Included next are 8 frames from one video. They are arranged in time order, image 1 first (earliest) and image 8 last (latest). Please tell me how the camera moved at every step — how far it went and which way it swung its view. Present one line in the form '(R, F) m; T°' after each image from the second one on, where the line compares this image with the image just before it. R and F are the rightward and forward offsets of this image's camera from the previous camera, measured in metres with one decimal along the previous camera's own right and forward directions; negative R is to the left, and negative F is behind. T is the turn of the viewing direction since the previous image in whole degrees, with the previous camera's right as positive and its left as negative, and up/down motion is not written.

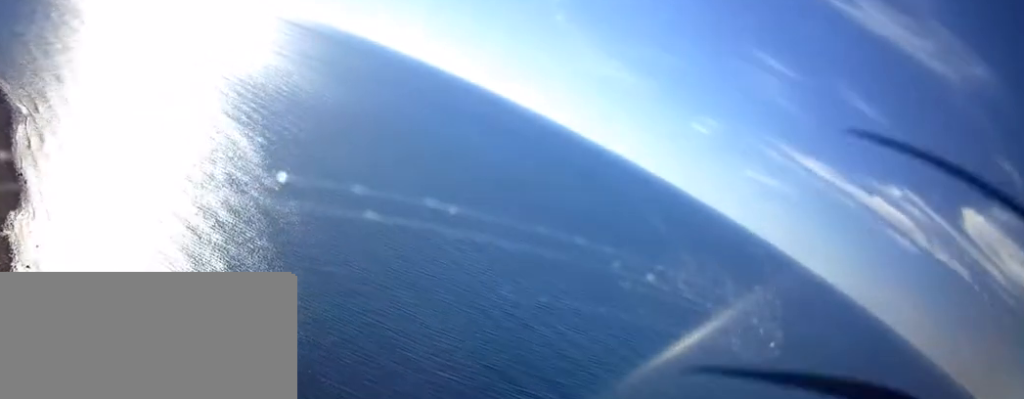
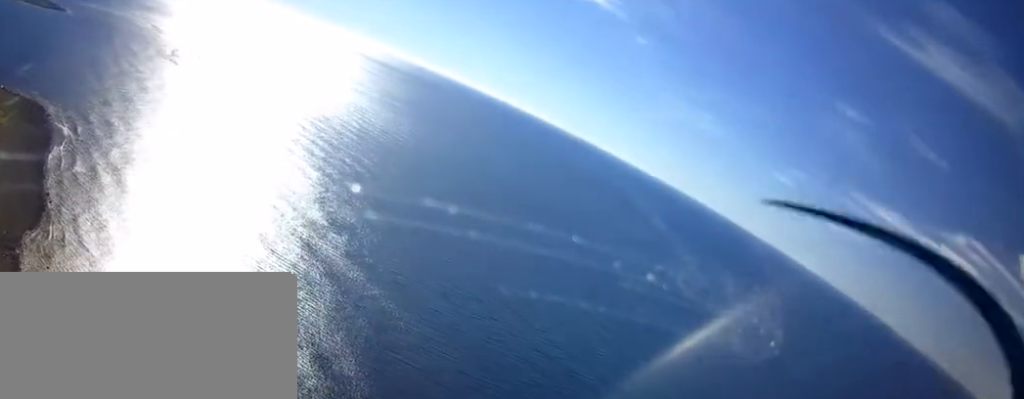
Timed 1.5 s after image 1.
(-4.4, +66.7) m; -8°
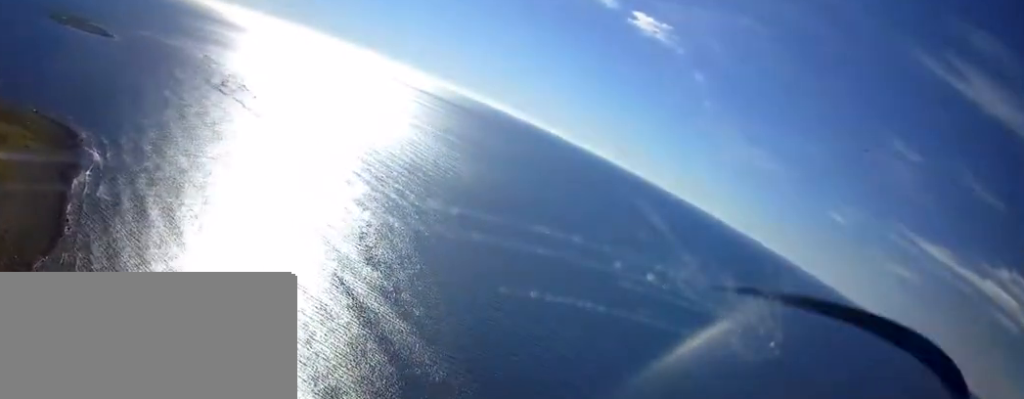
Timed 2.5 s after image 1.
(-2.3, +47.9) m; -6°
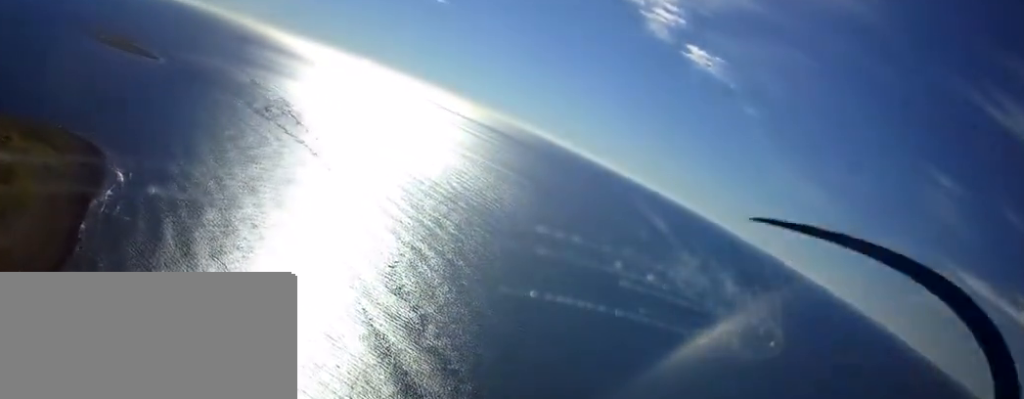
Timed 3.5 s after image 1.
(-1.9, +44.5) m; -5°
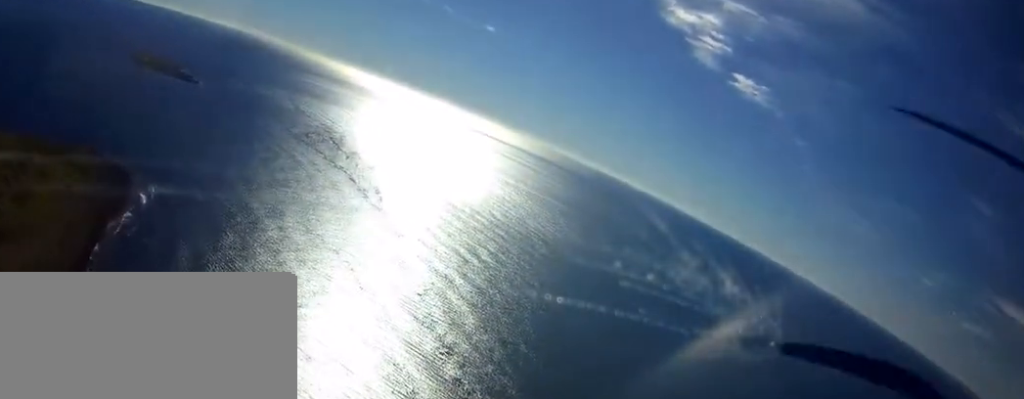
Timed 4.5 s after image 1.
(-1.9, +42.6) m; -5°
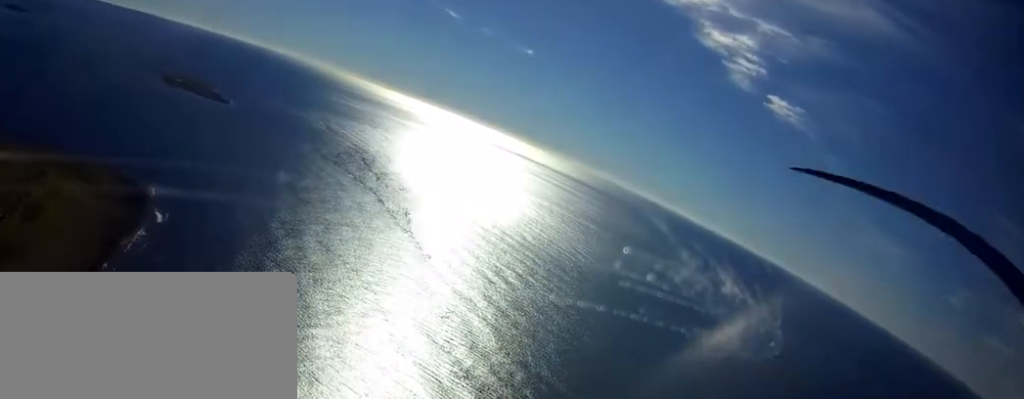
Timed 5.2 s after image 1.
(-1.2, +32.0) m; -3°
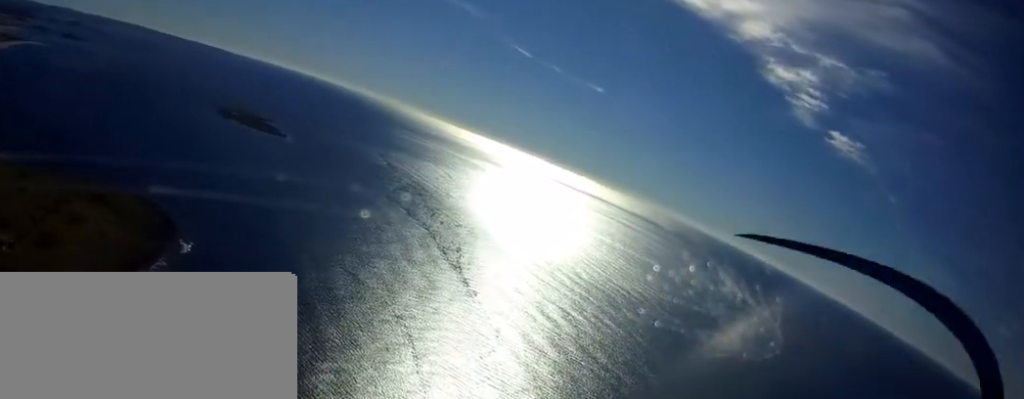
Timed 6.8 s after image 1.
(-3.8, +66.0) m; -7°
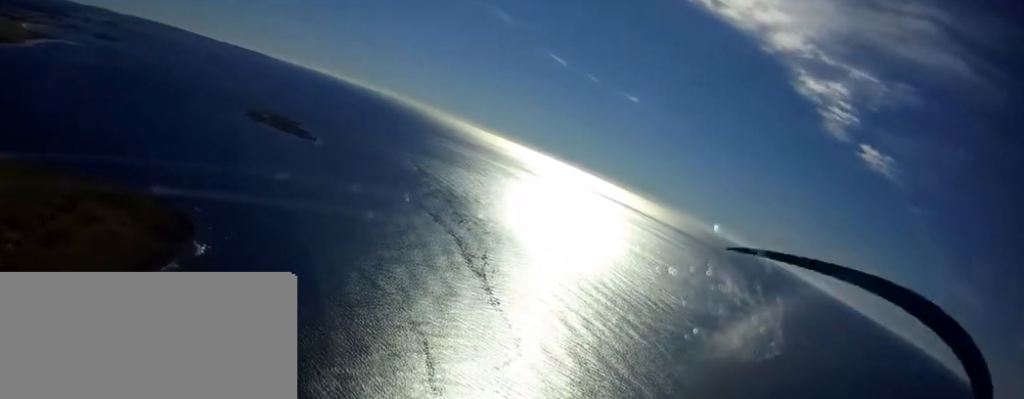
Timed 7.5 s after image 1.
(-0.9, +29.9) m; -3°
